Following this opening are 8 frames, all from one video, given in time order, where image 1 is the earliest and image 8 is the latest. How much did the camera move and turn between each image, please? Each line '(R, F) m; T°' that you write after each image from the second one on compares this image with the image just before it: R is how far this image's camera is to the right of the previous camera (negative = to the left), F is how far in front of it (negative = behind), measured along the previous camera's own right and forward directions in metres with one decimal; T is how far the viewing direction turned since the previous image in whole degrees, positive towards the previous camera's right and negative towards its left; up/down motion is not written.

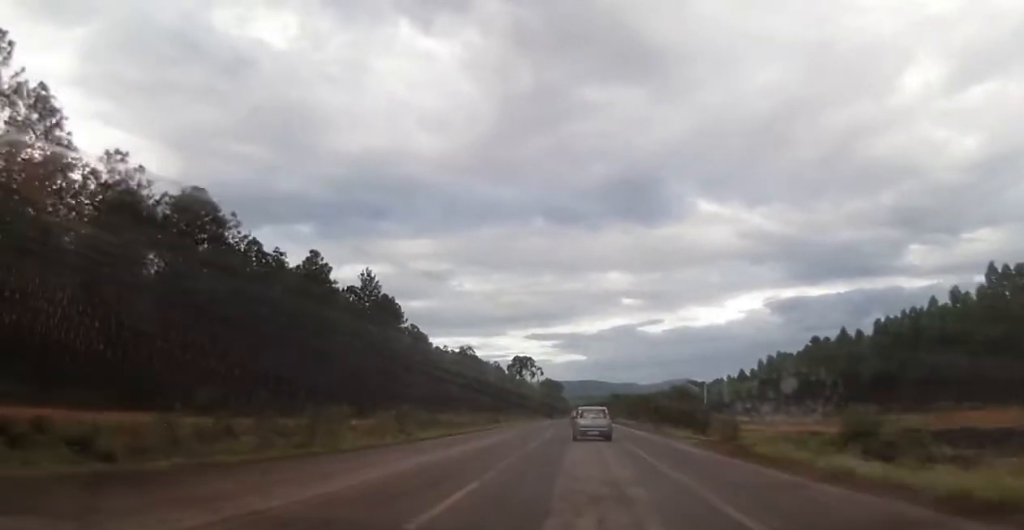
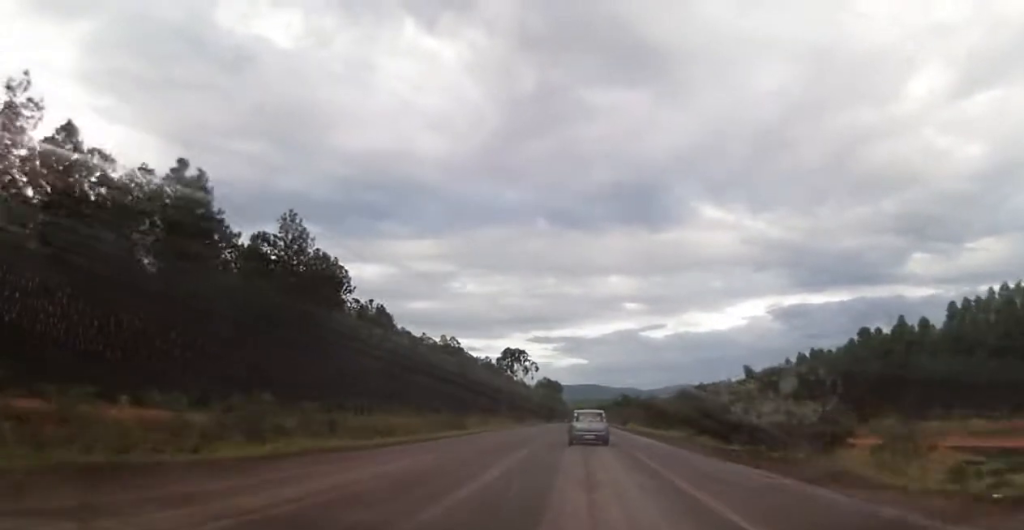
(0.0, +24.0) m; 0°
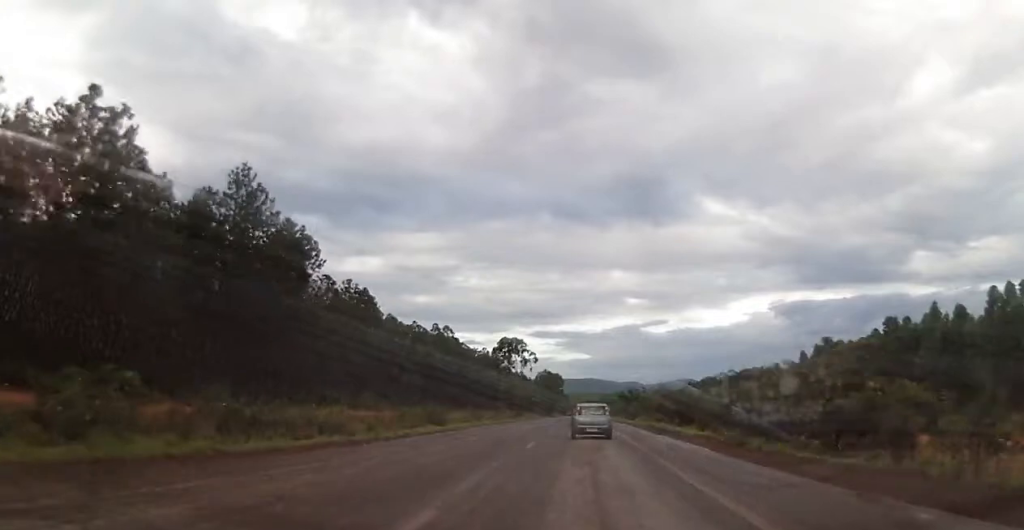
(0.0, +10.1) m; 0°
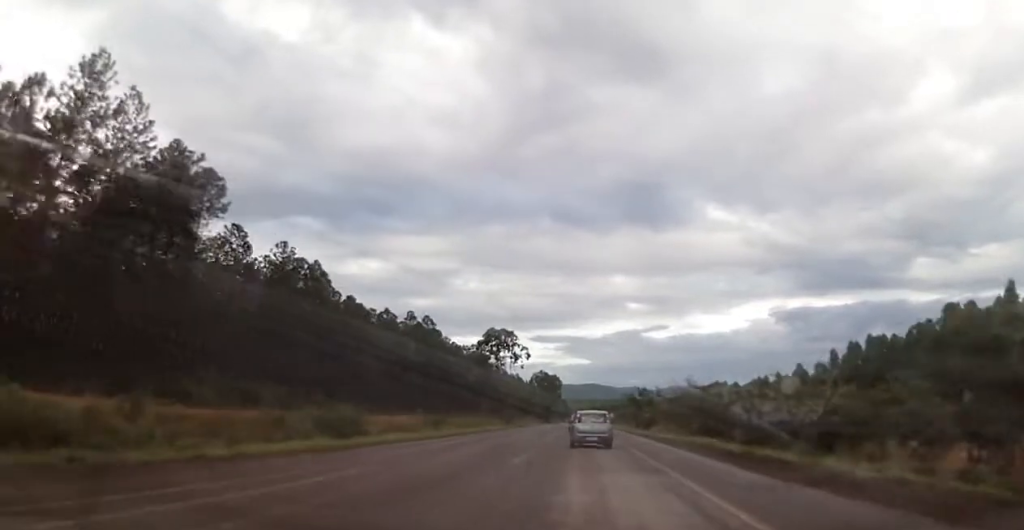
(0.0, +19.6) m; 0°
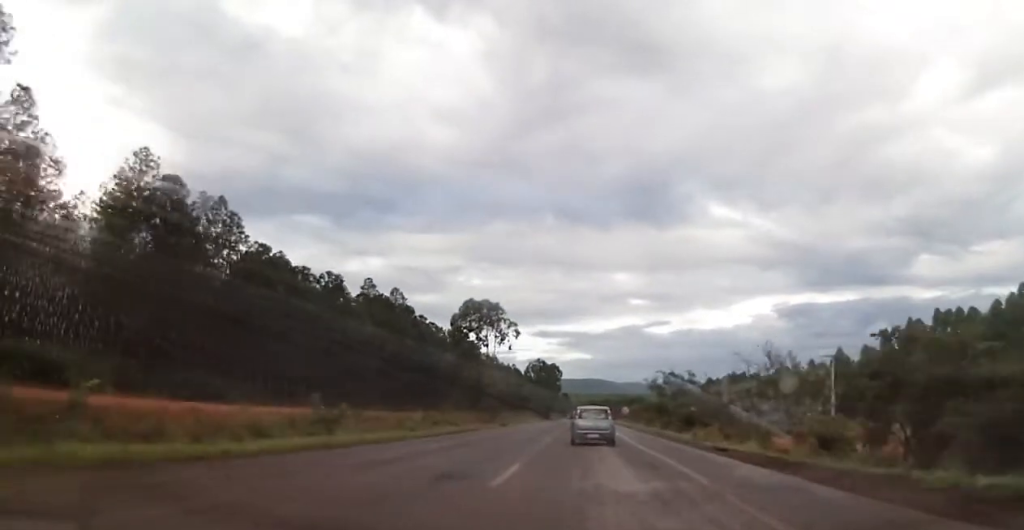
(0.0, +24.2) m; 0°
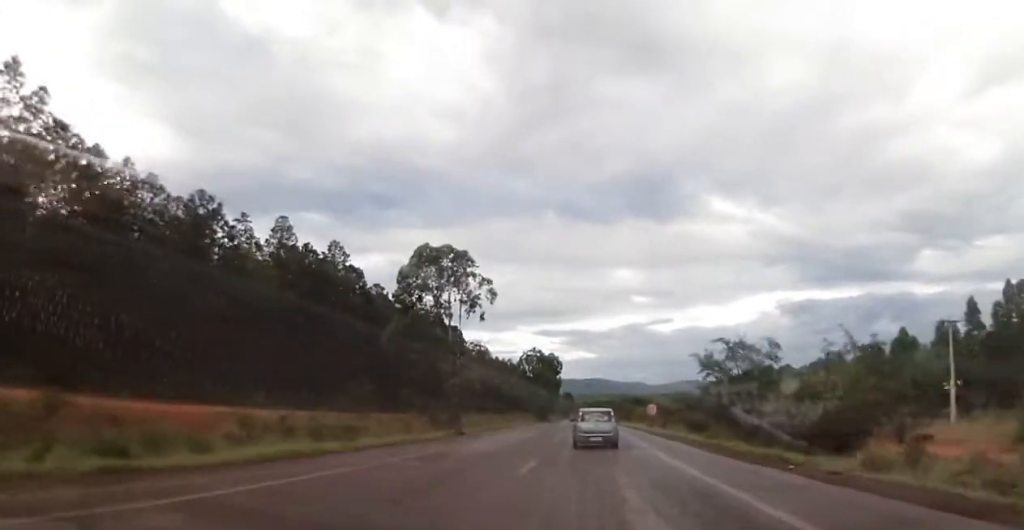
(0.0, +27.9) m; 0°
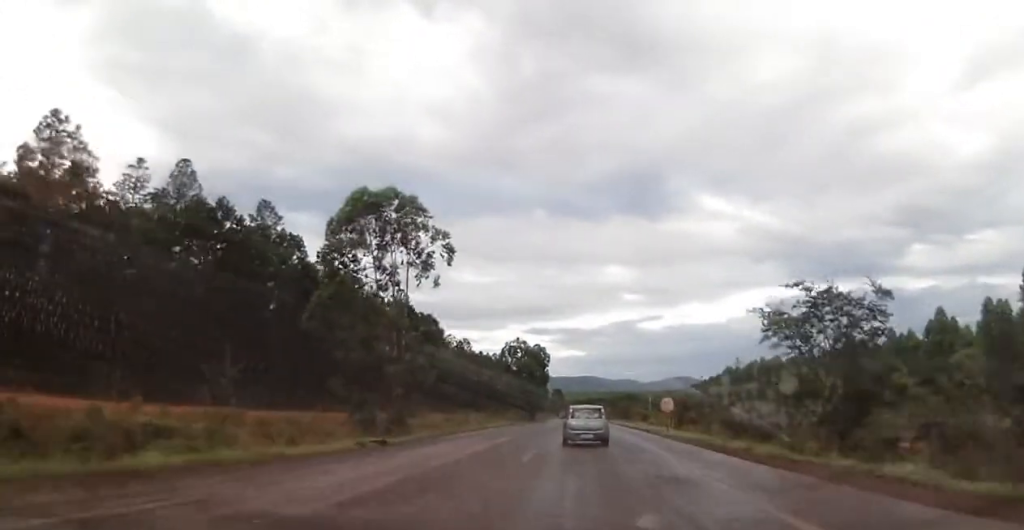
(0.0, +16.0) m; 0°
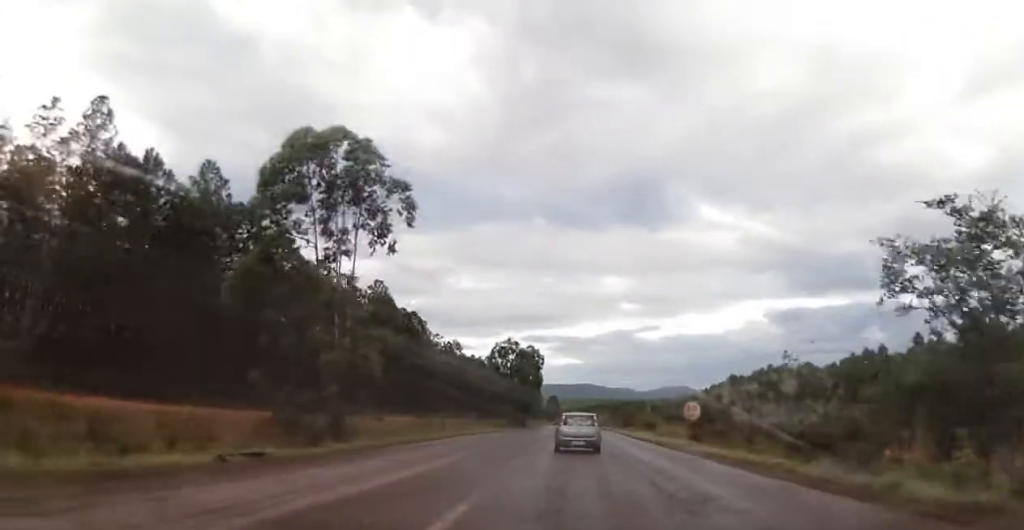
(0.0, +10.8) m; 0°
